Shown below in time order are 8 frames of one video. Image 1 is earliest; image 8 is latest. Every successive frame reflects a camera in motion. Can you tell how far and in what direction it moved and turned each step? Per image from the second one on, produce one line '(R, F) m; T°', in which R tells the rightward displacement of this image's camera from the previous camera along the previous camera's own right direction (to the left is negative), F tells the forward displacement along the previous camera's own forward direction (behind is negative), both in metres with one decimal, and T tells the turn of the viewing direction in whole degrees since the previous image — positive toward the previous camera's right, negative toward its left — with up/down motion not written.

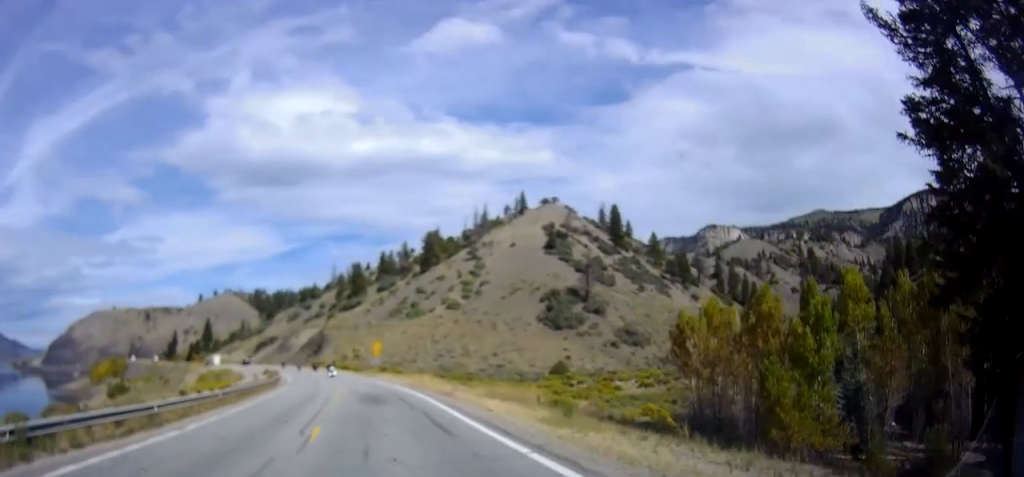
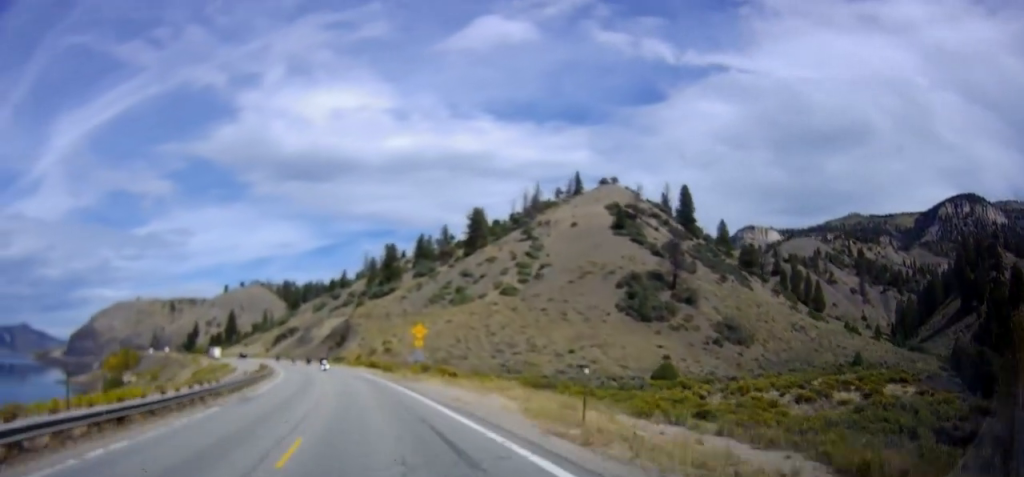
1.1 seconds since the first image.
(-1.1, +27.9) m; -4°
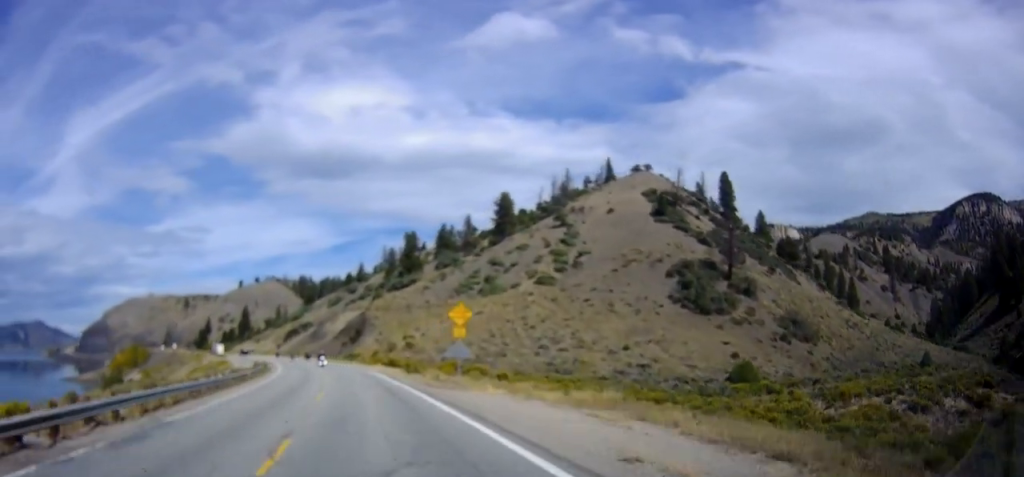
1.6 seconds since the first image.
(-0.3, +13.4) m; -2°
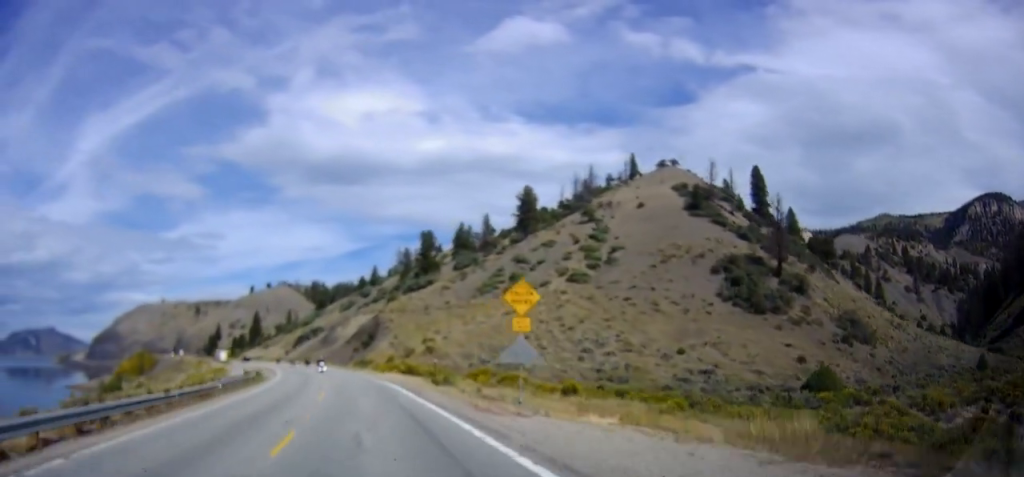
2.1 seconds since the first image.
(+0.1, +10.8) m; -1°
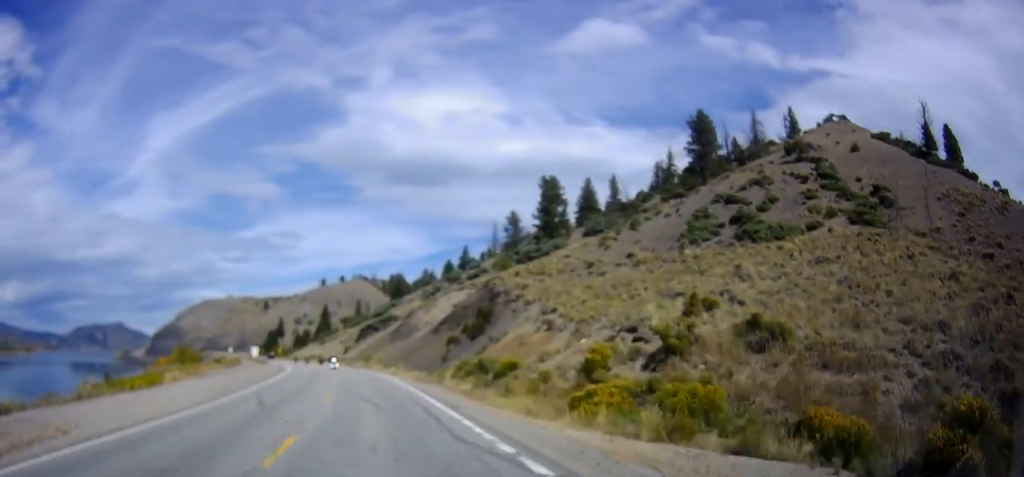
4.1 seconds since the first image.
(-1.7, +50.4) m; -5°
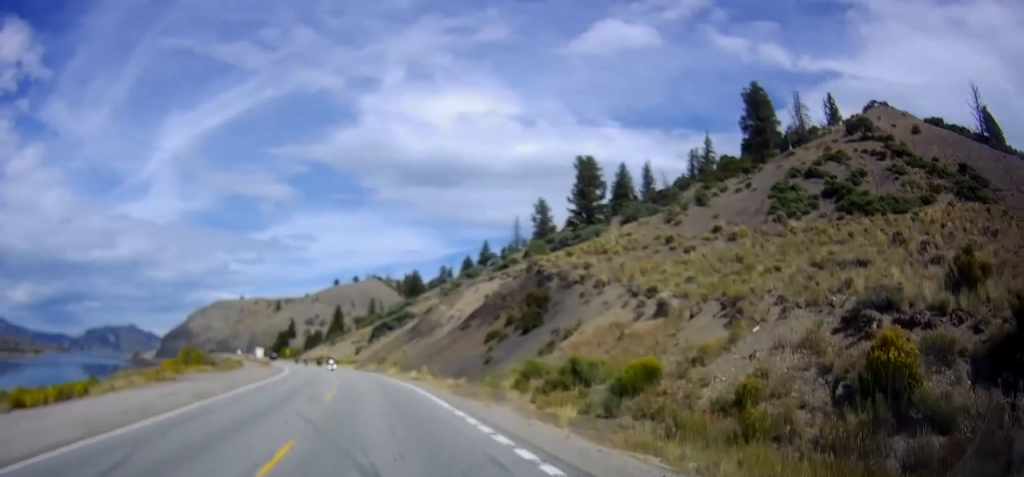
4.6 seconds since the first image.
(-0.7, +13.1) m; -2°
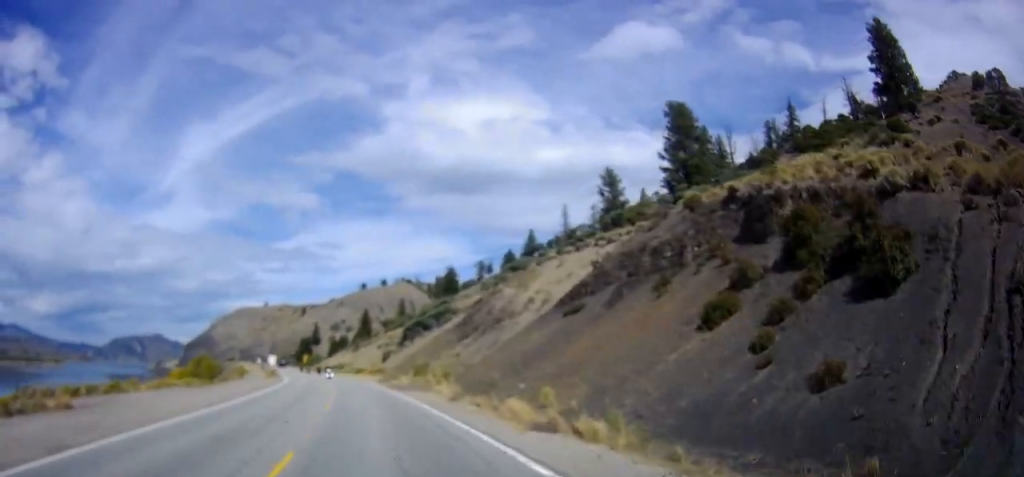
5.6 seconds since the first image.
(-0.8, +24.8) m; -4°
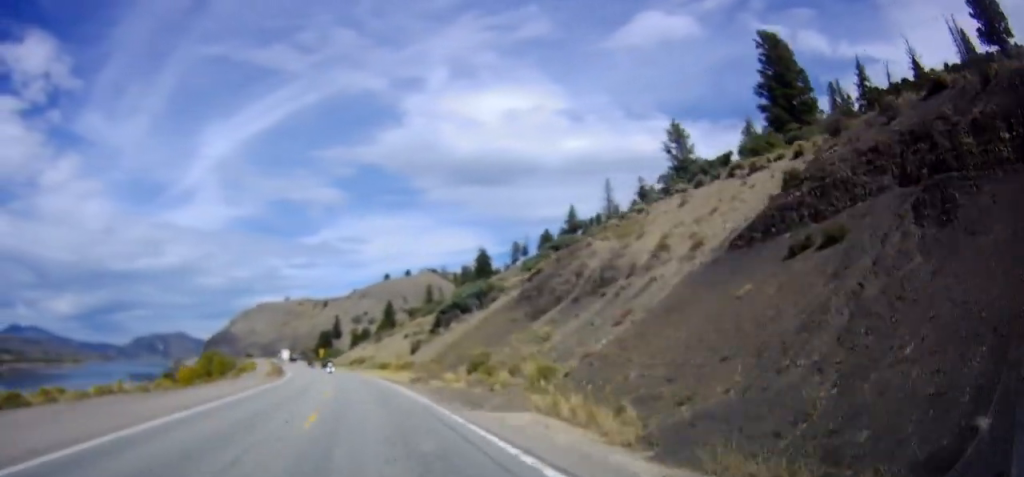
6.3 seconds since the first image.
(-0.3, +18.1) m; -3°
